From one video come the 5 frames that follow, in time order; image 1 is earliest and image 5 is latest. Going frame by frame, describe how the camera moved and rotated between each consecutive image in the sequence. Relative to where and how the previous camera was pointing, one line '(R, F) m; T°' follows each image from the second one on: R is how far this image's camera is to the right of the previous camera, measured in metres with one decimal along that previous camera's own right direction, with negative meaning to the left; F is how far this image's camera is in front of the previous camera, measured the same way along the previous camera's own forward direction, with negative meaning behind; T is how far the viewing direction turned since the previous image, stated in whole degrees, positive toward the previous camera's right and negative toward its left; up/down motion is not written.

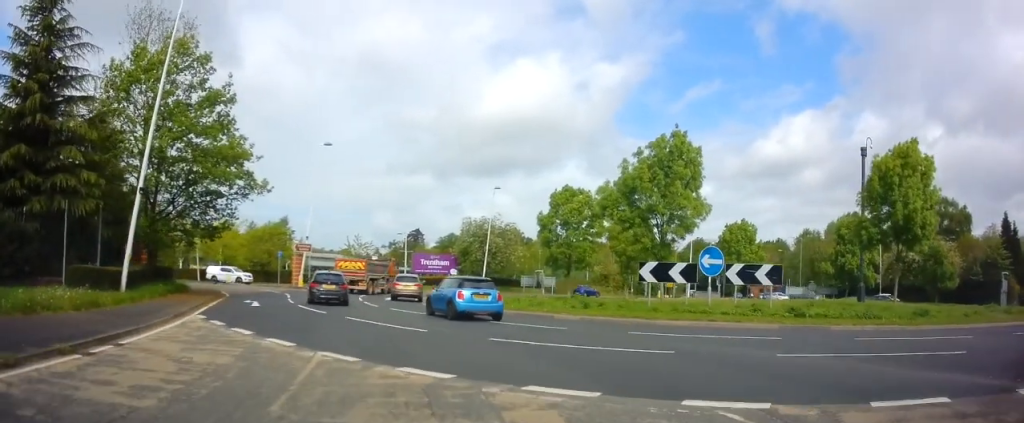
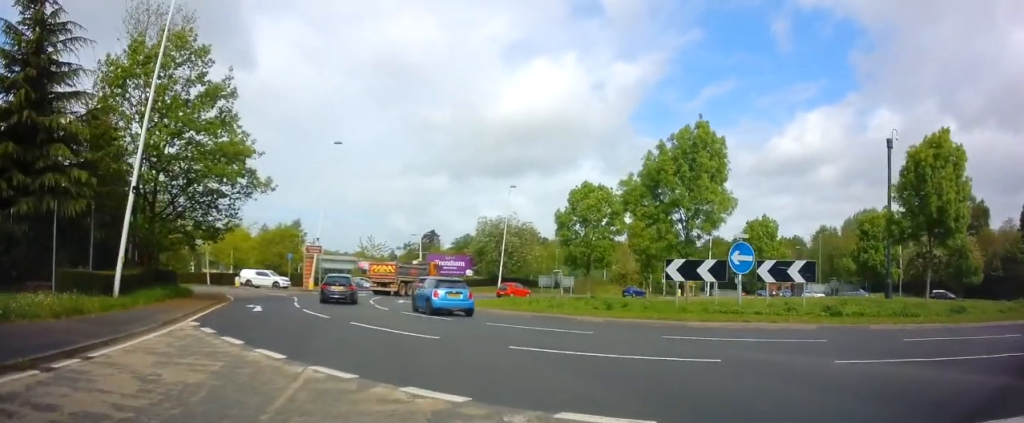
(-0.3, +1.3) m; -3°
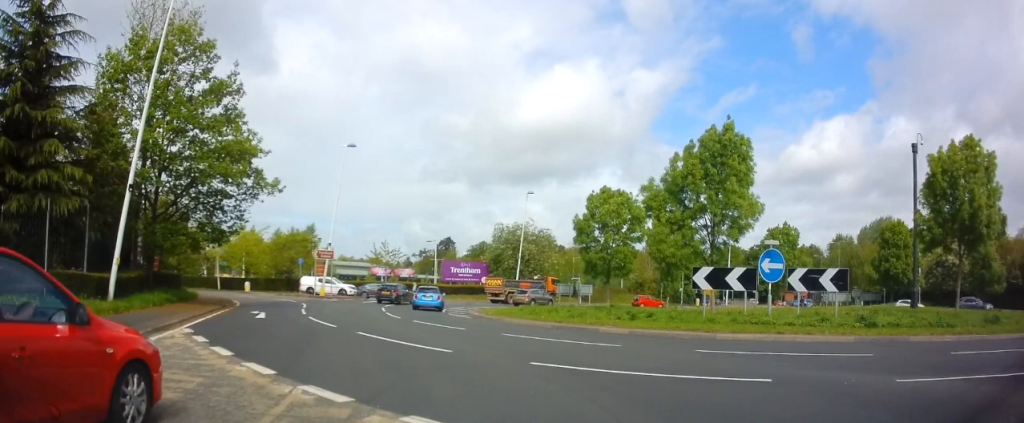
(+0.1, +1.5) m; -2°
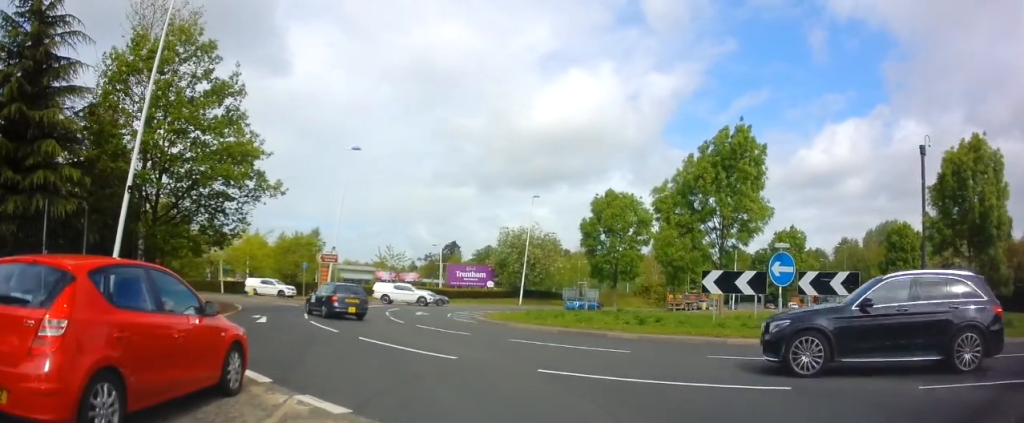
(0.0, +0.5) m; 0°
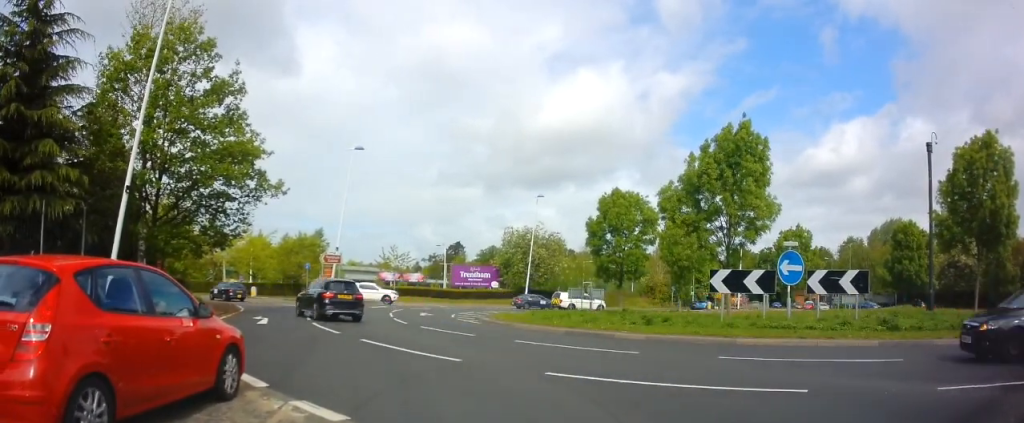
(-0.2, +0.2) m; 0°
